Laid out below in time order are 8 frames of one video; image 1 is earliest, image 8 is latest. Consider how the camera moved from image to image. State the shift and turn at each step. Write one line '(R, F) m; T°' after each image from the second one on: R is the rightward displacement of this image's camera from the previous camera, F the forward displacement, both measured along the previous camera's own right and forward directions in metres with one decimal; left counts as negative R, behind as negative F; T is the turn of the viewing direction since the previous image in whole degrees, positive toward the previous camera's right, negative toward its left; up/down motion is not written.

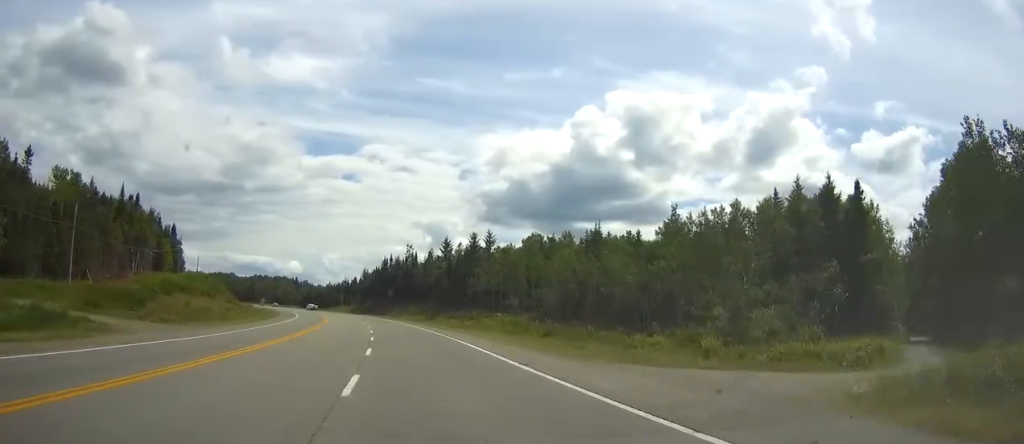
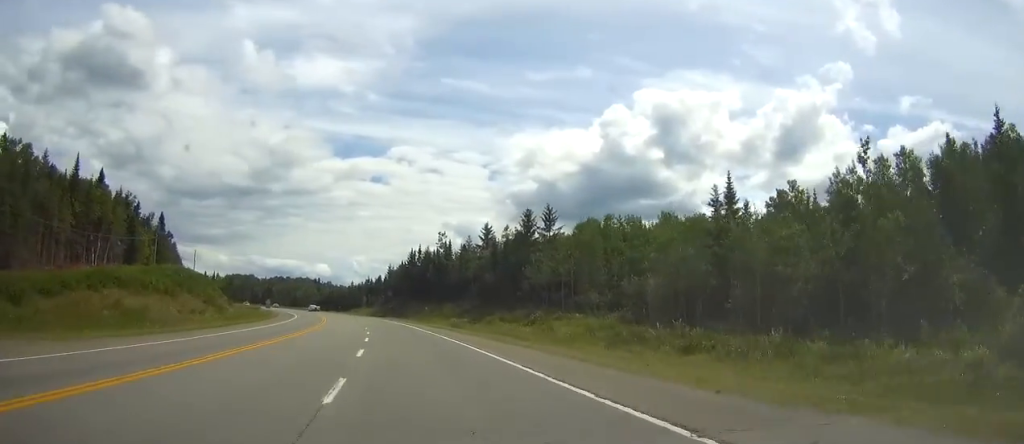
(-2.3, +27.3) m; -7°
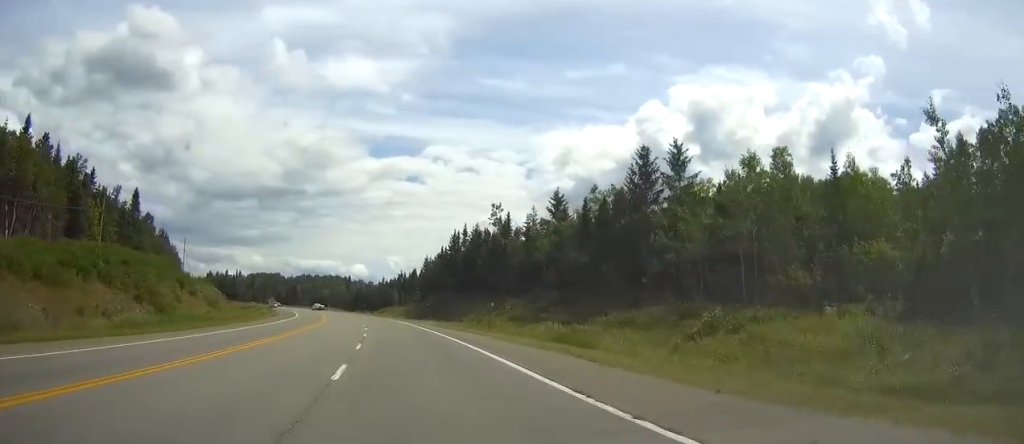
(-1.8, +32.6) m; -5°
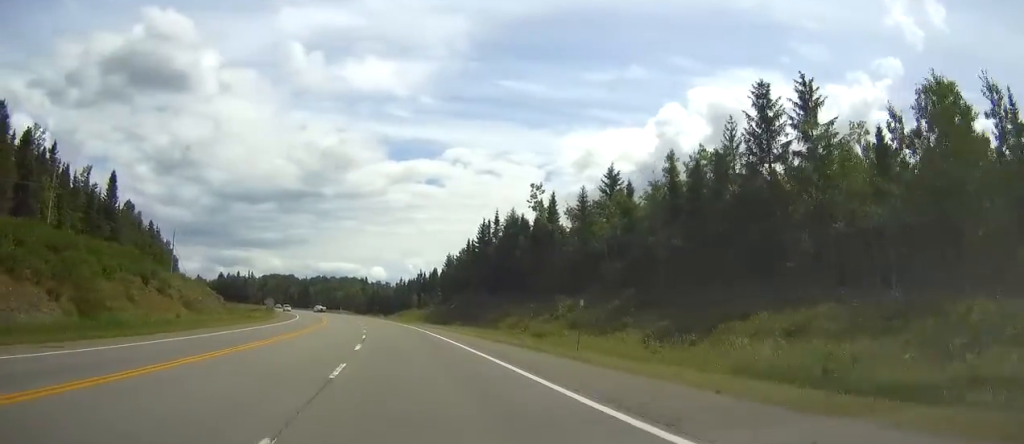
(-0.3, +17.3) m; -2°
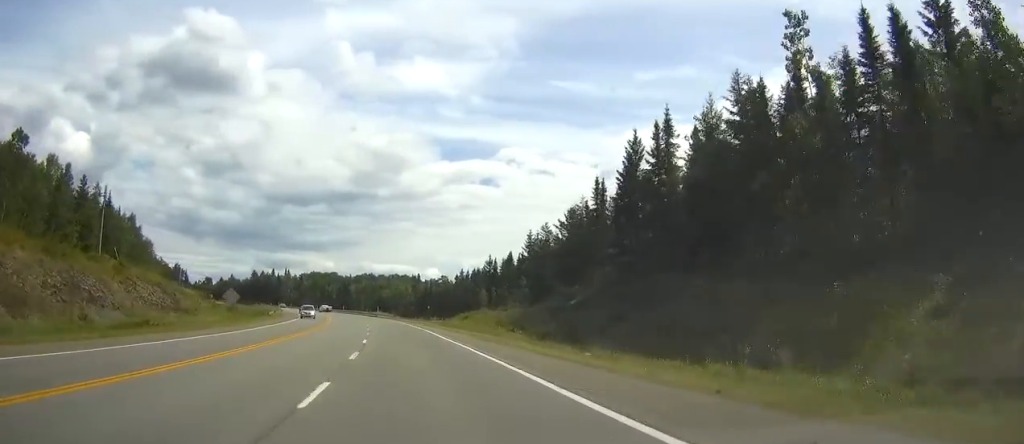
(-2.0, +48.0) m; -4°
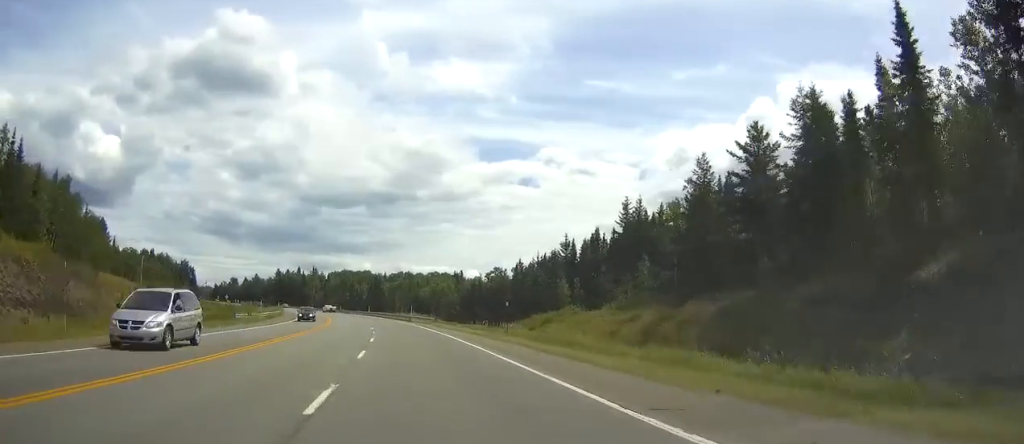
(-0.9, +35.9) m; -3°
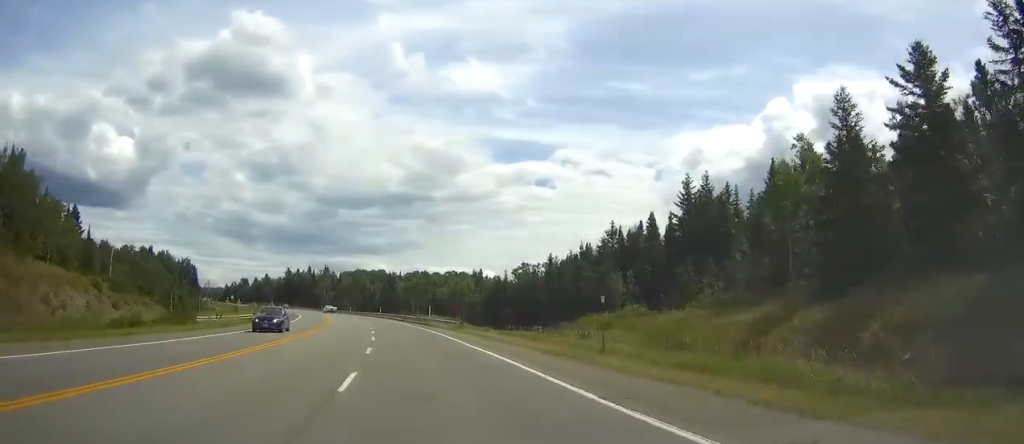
(-0.4, +15.4) m; -1°
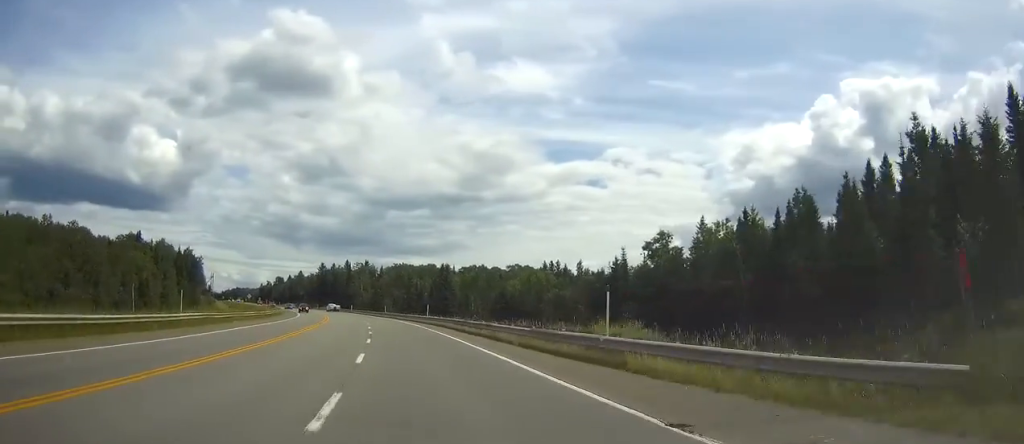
(-1.5, +48.1) m; -4°
